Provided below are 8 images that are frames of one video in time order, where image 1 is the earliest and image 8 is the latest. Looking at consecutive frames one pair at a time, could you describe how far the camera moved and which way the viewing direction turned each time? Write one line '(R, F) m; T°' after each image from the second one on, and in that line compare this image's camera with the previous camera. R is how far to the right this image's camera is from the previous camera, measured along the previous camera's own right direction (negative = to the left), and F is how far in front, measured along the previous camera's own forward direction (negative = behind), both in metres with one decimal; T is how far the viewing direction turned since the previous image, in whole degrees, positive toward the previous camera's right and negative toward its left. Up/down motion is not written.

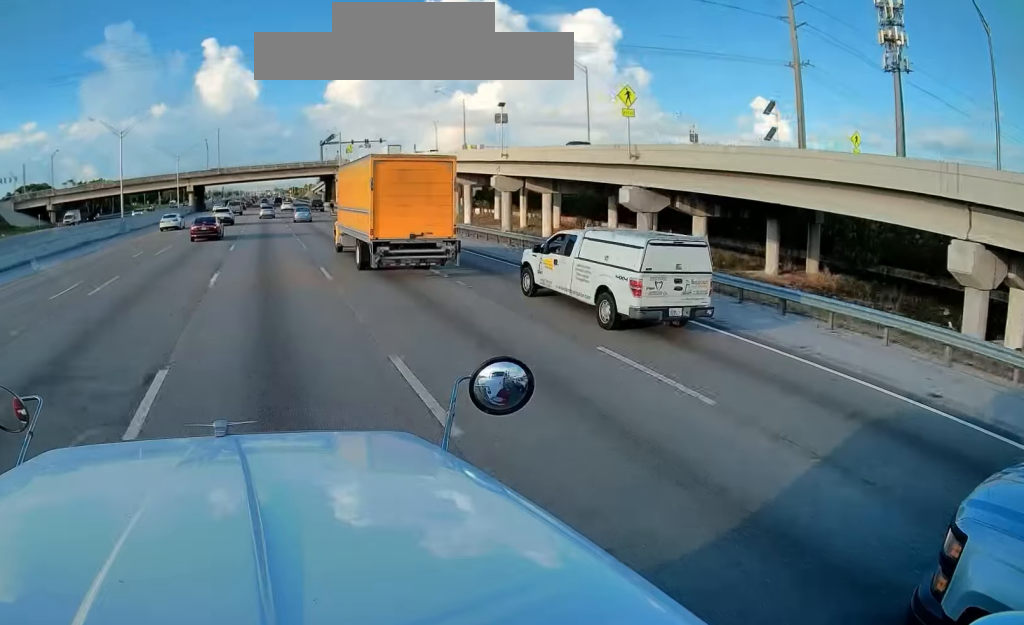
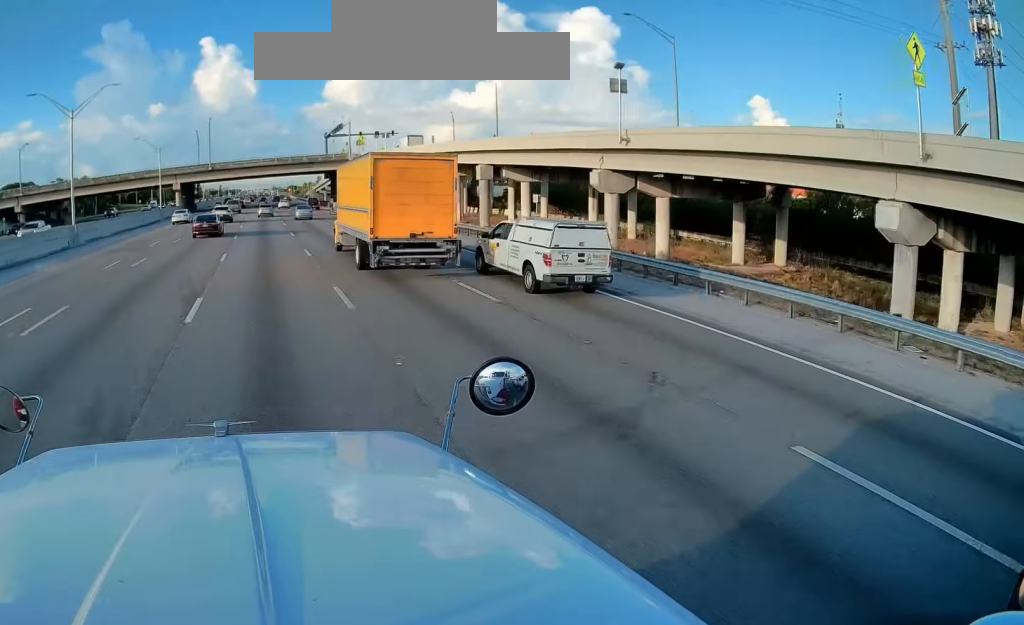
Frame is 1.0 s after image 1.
(+0.1, +17.9) m; 0°
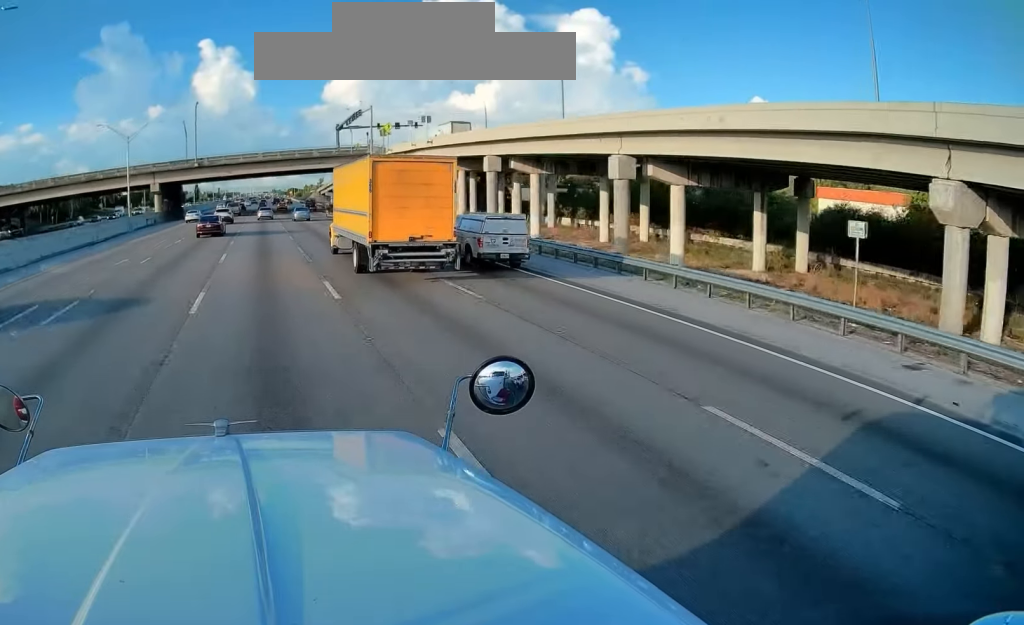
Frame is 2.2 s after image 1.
(0.0, +22.3) m; +1°
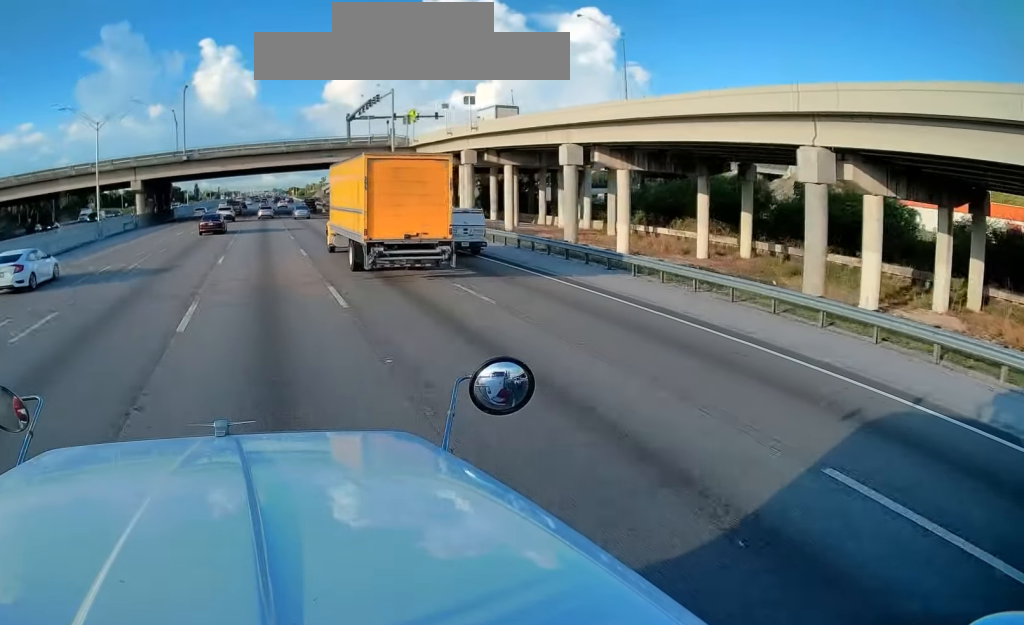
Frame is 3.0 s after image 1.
(+0.1, +14.6) m; 0°
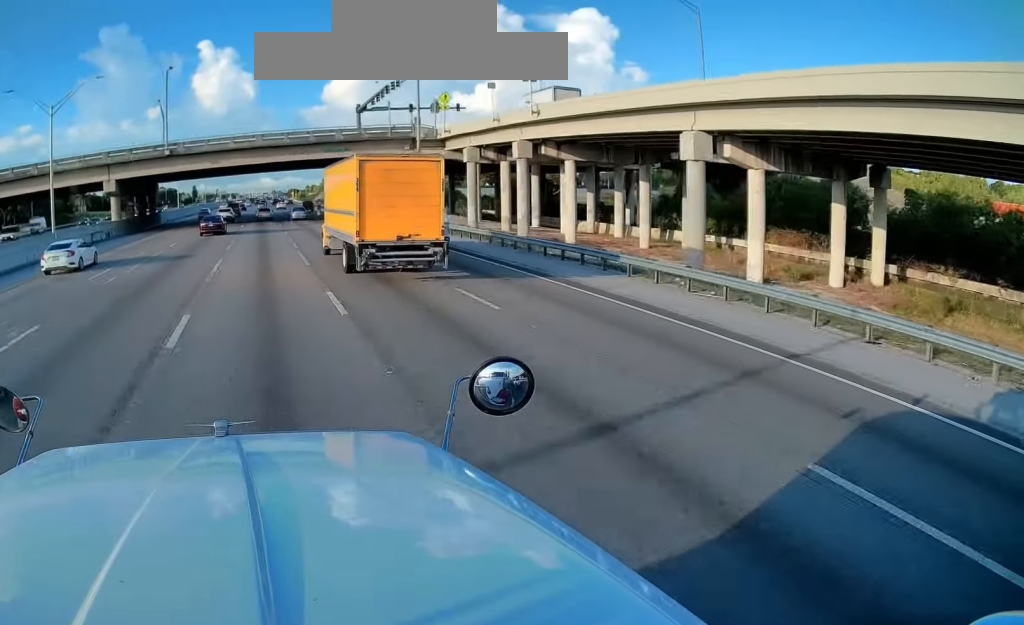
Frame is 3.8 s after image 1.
(0.0, +13.4) m; -1°
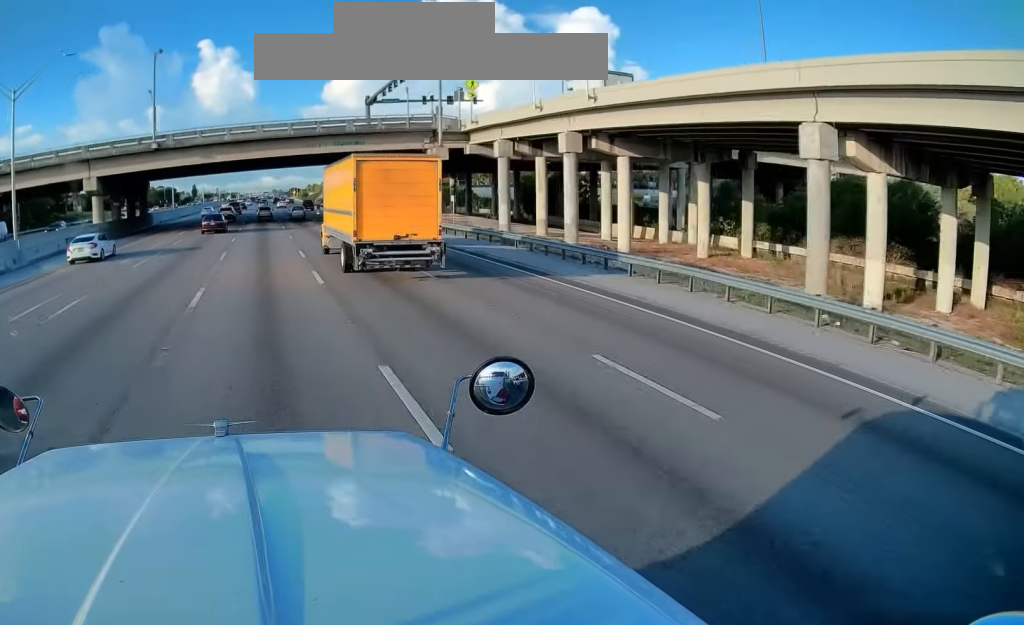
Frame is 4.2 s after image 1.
(-0.1, +7.9) m; -1°
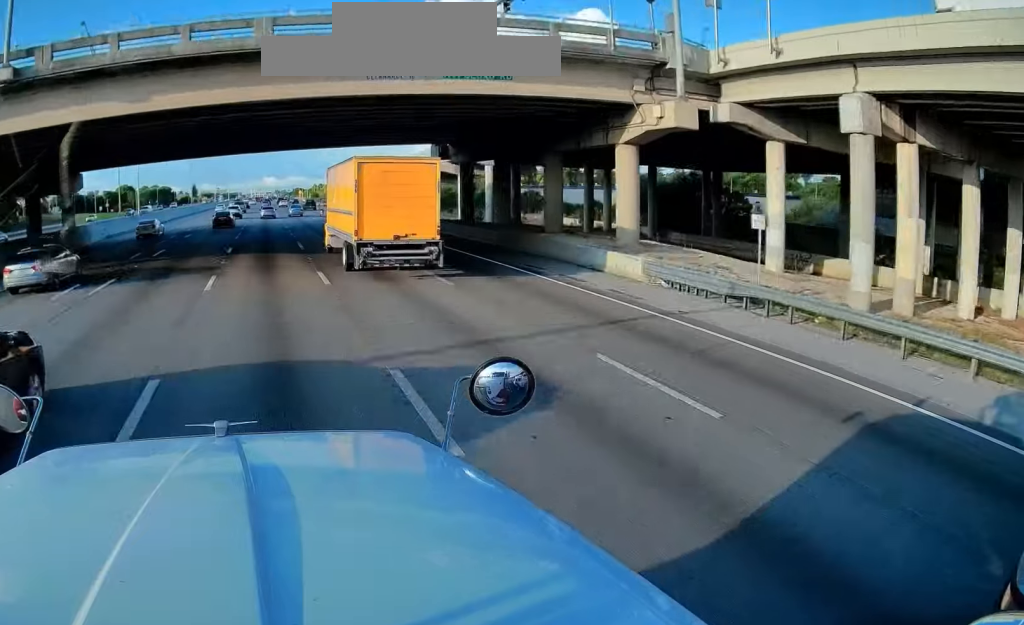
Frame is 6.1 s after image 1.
(0.0, +33.6) m; +1°
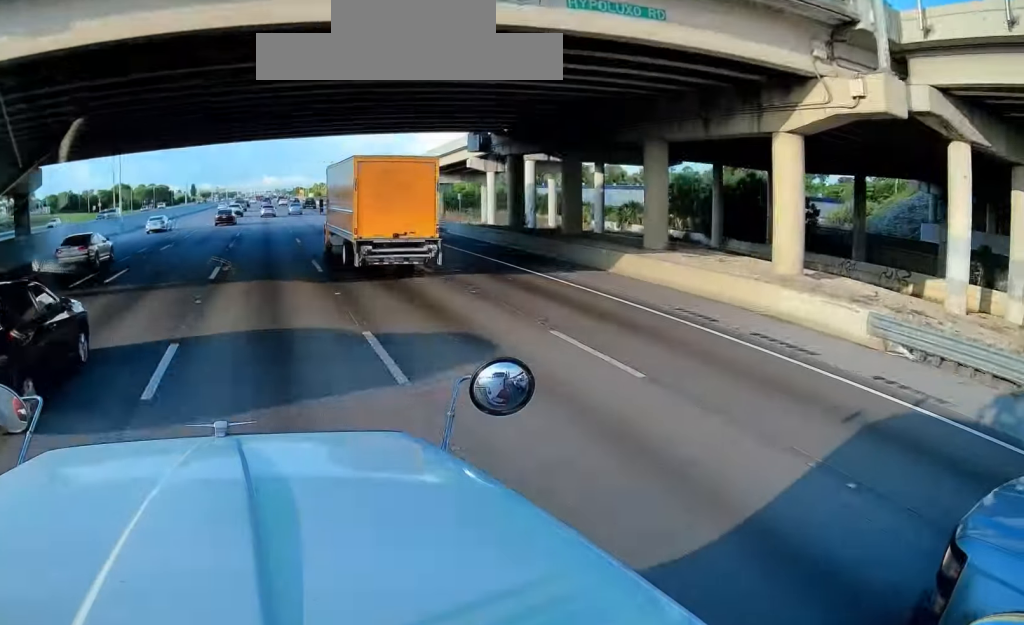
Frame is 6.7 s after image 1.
(+0.2, +10.7) m; 0°
